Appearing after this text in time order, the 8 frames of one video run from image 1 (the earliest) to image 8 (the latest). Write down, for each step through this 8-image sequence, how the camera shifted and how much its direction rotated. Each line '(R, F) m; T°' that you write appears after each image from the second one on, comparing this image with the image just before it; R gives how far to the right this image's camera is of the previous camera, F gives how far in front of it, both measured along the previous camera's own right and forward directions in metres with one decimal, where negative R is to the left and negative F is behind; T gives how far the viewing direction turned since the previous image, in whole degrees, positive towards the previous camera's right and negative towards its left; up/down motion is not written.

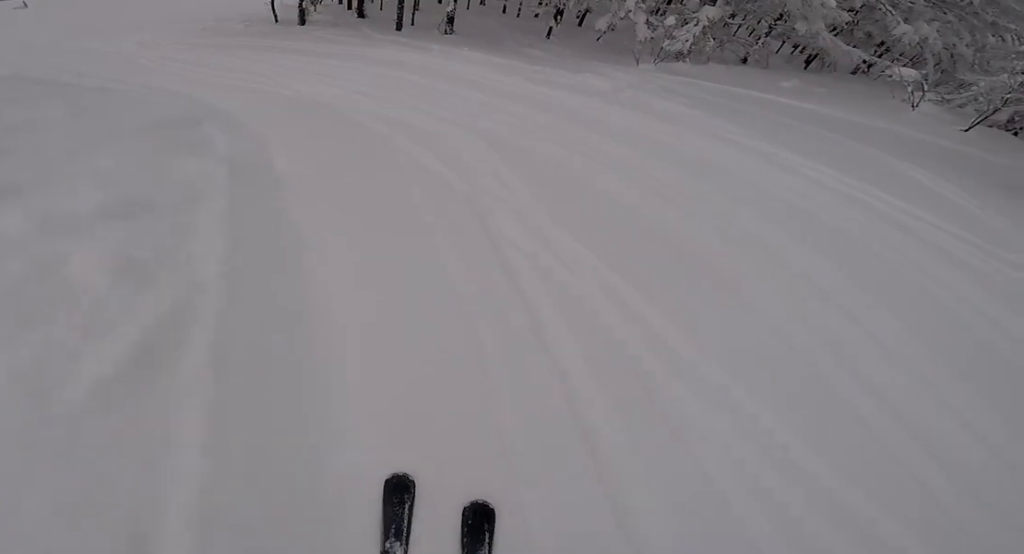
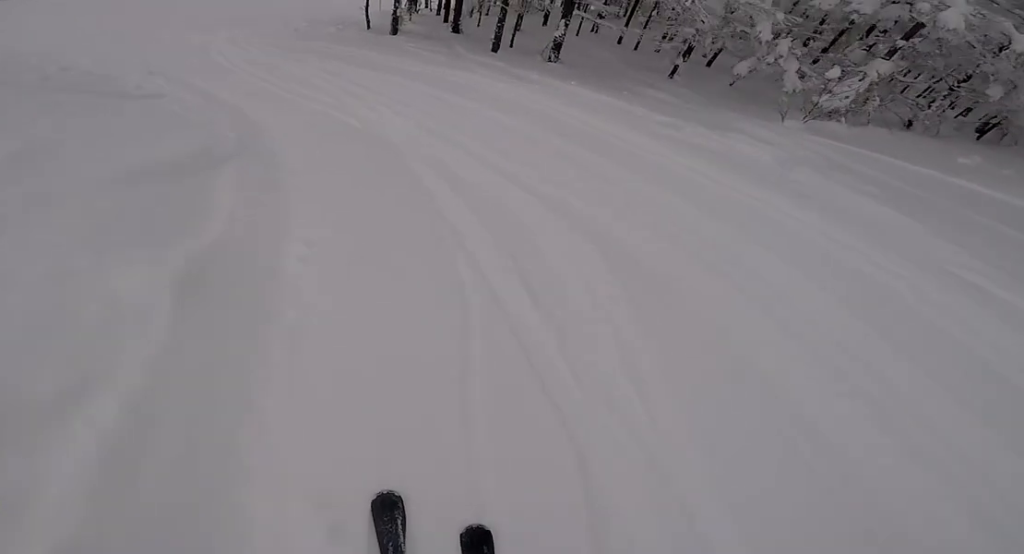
(-0.3, +2.4) m; -14°
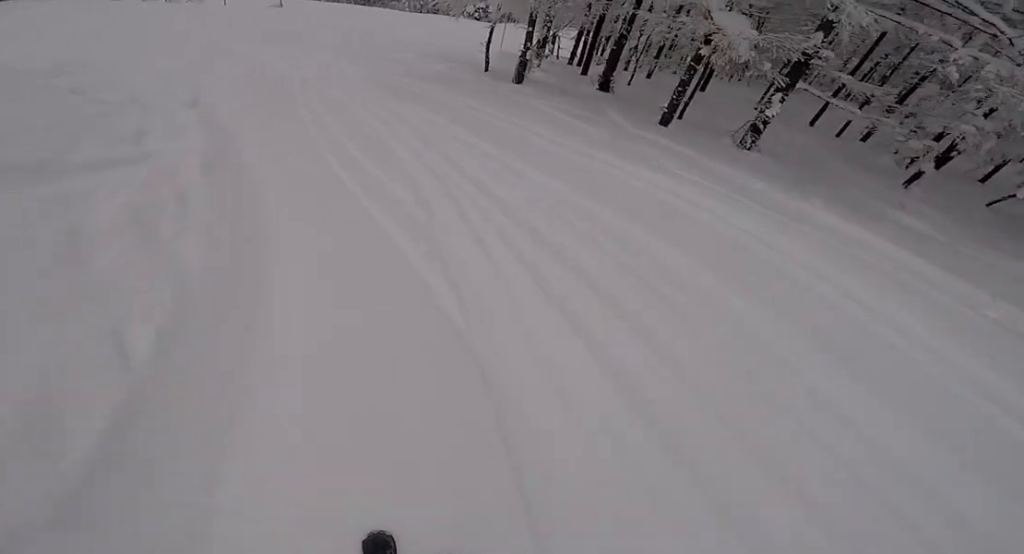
(-0.9, +4.2) m; -14°
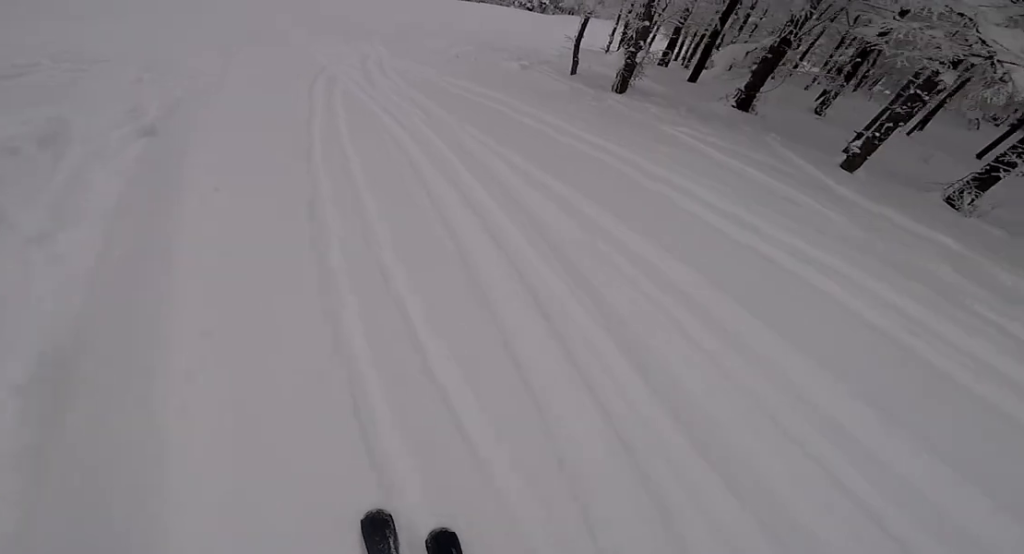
(-0.8, +3.4) m; +2°
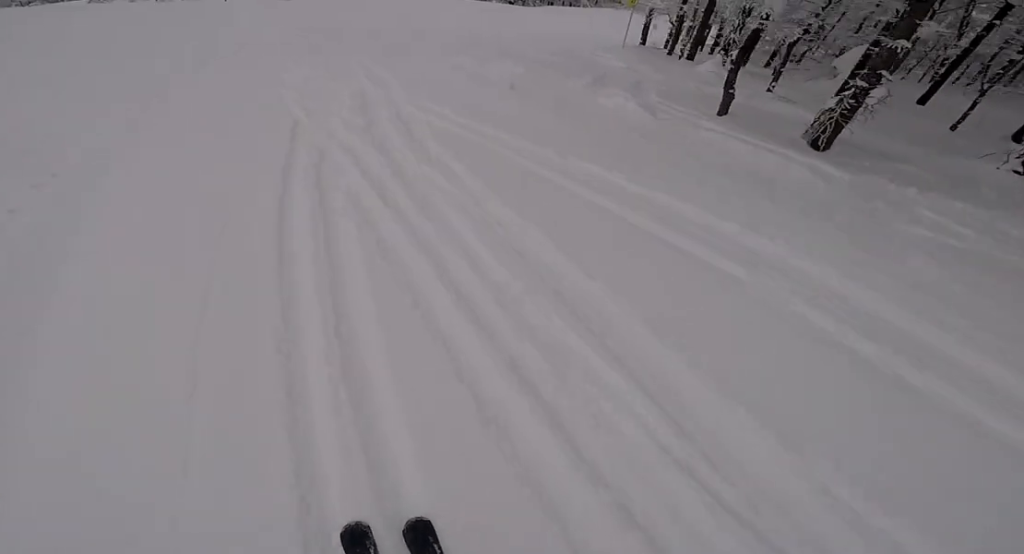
(+1.1, +5.4) m; +8°
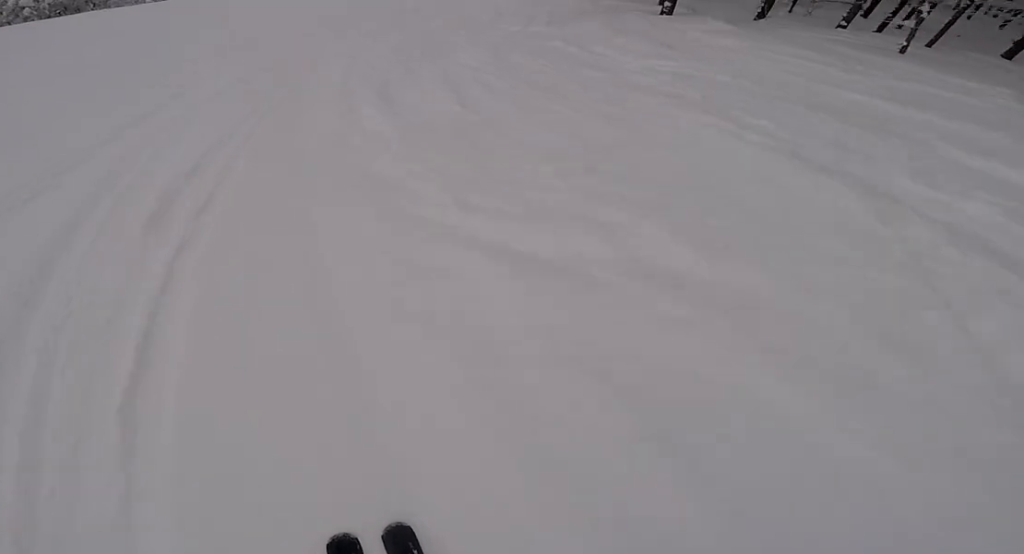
(+2.0, +18.6) m; +20°
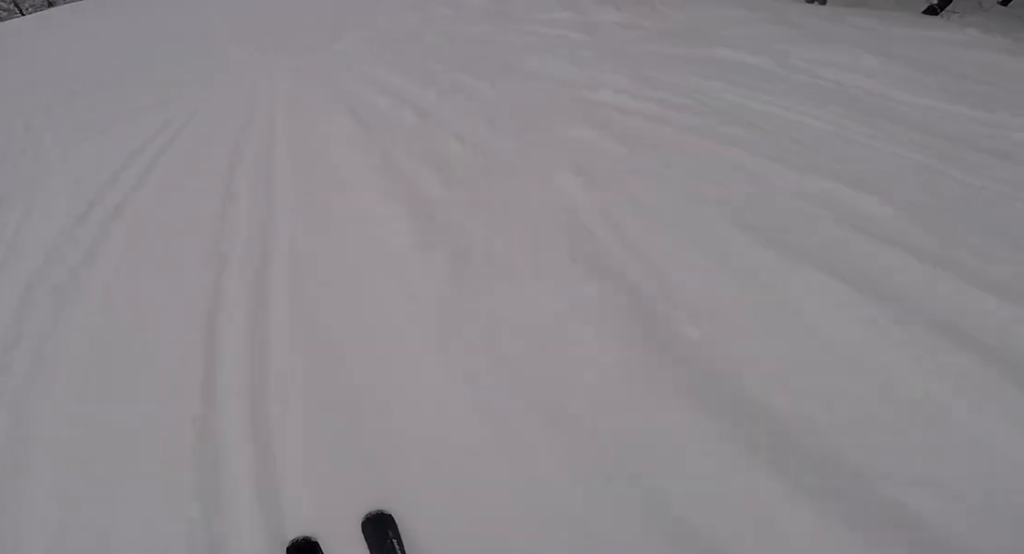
(+0.9, +6.5) m; +6°
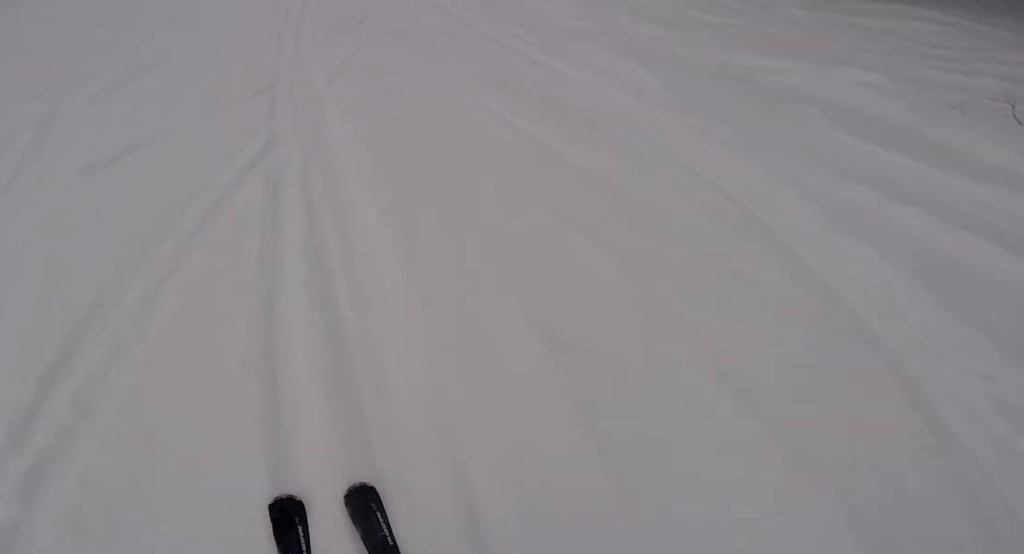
(+0.9, +13.2) m; +12°
